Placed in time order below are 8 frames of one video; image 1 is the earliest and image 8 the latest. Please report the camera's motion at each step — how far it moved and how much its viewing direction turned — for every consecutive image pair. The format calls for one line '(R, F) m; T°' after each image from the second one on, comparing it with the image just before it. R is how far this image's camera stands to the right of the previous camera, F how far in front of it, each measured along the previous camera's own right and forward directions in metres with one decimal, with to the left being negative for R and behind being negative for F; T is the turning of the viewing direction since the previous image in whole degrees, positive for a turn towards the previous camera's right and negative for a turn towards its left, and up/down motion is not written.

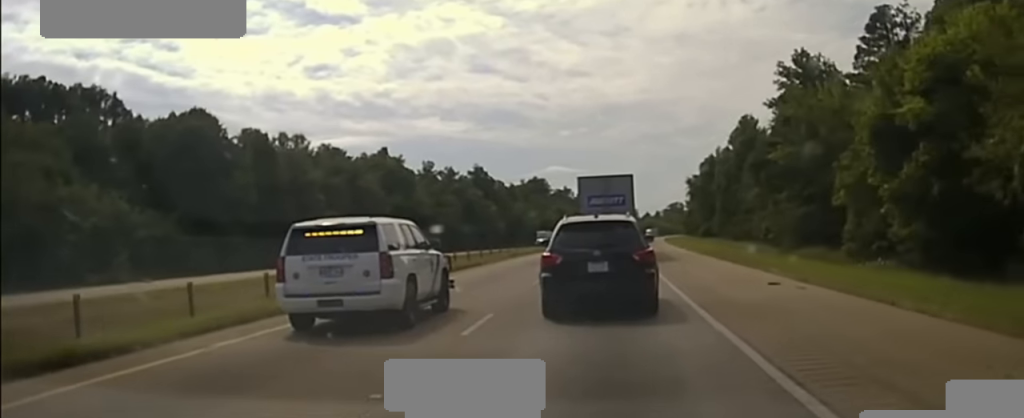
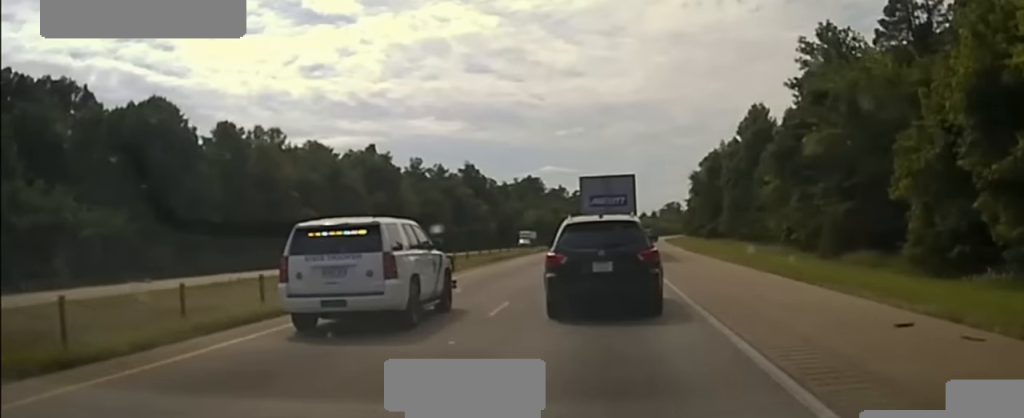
(0.0, +8.9) m; 0°
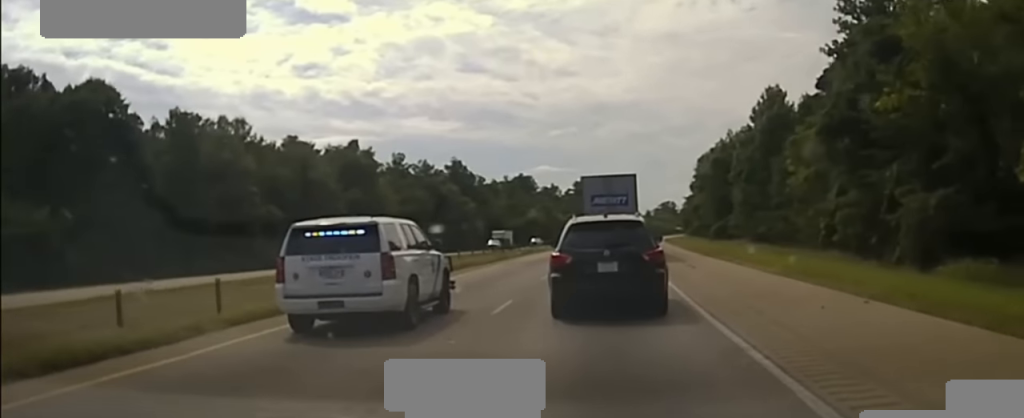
(0.0, +10.8) m; +1°
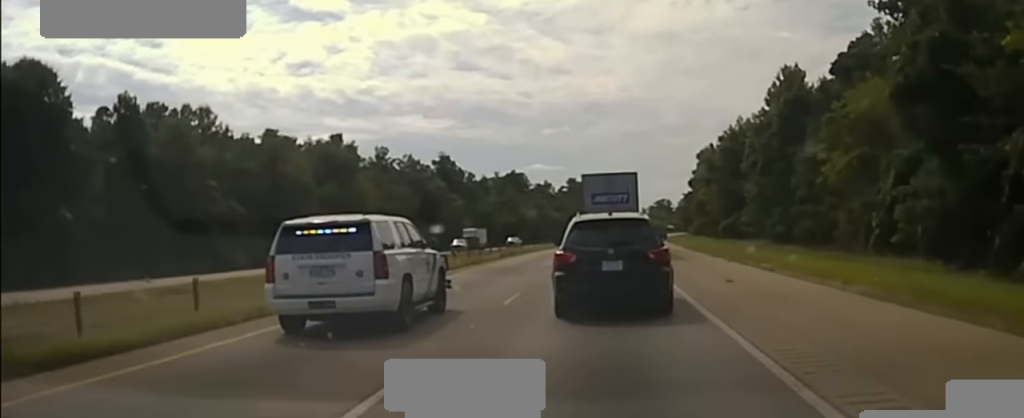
(-0.1, +10.2) m; +1°
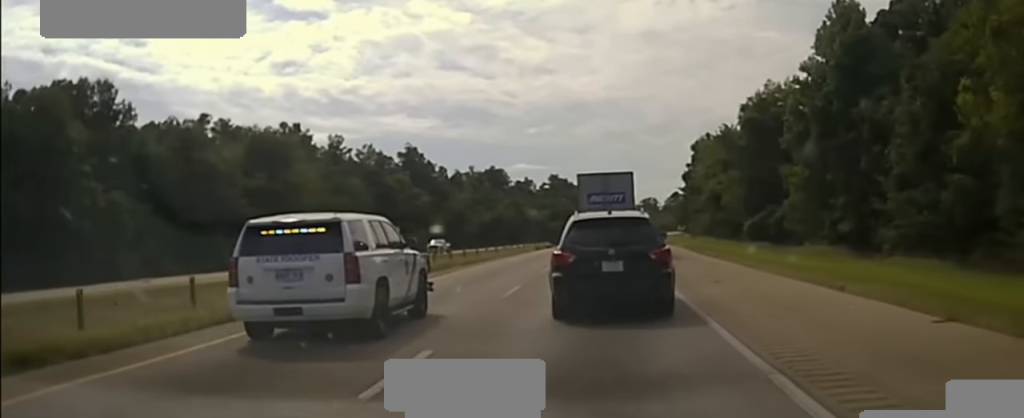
(+0.5, +21.2) m; +1°
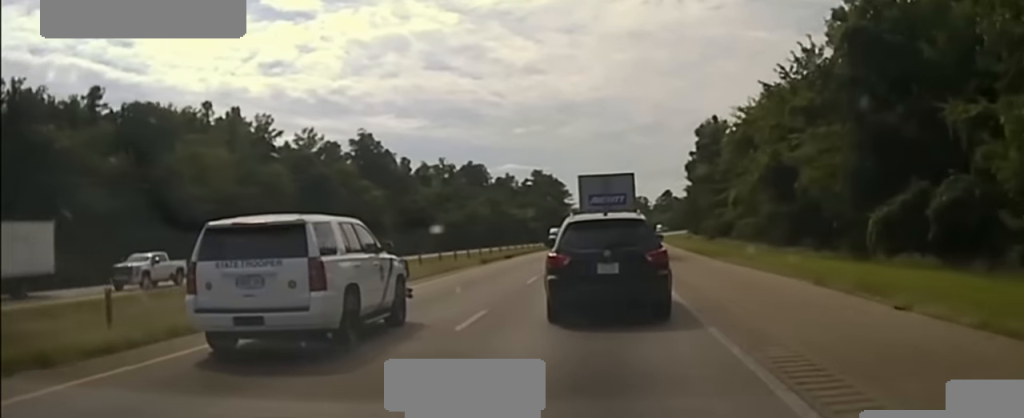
(+0.2, +30.4) m; +1°
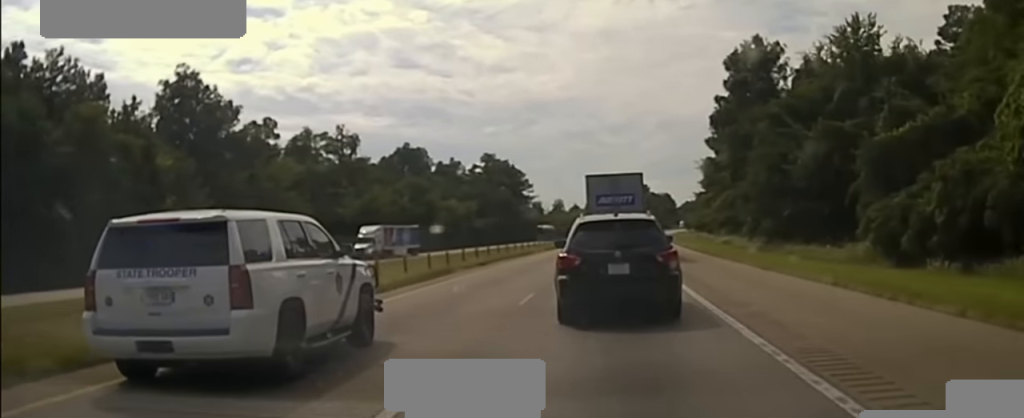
(+0.9, +69.3) m; +1°
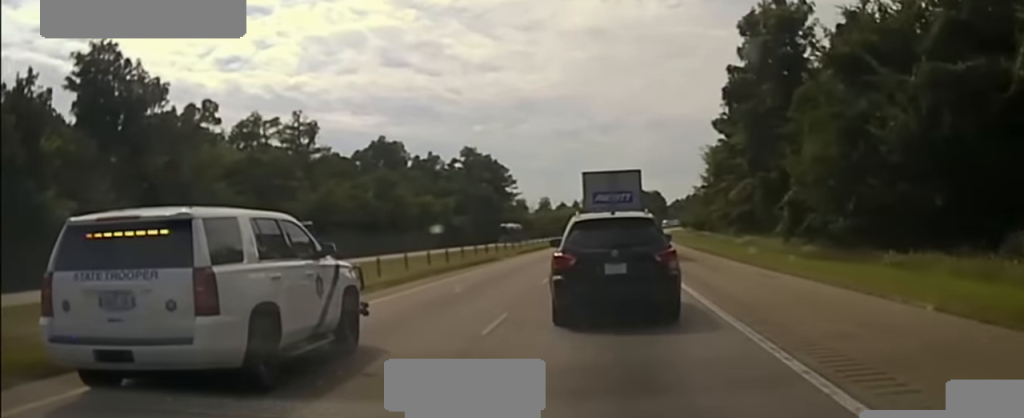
(0.0, +17.9) m; +2°
